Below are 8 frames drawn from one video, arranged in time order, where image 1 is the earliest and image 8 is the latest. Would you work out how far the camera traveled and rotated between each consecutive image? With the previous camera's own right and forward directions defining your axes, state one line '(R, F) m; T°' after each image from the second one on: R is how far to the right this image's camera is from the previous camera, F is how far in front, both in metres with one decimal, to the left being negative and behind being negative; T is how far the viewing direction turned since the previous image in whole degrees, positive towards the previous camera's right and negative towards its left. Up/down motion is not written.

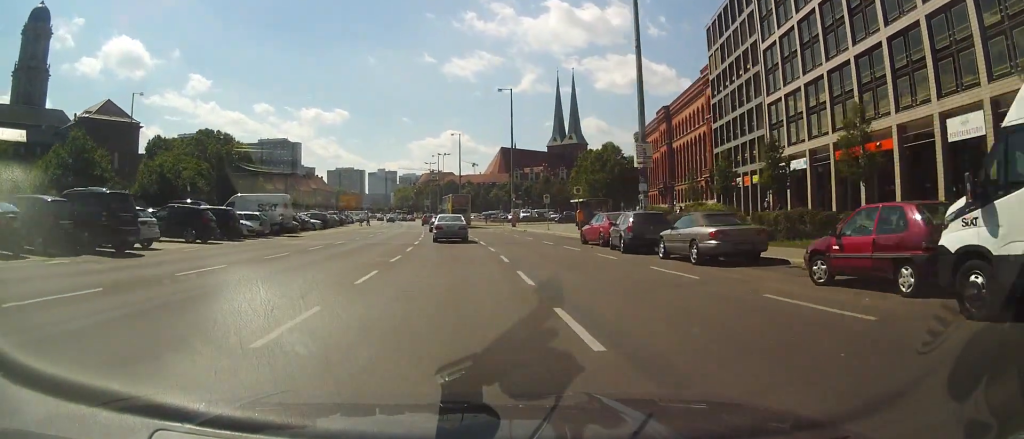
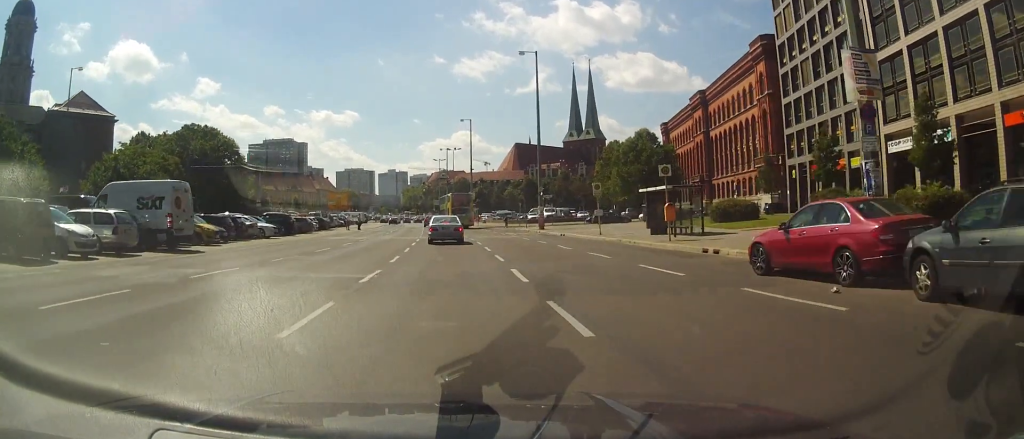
(0.0, +16.7) m; 0°
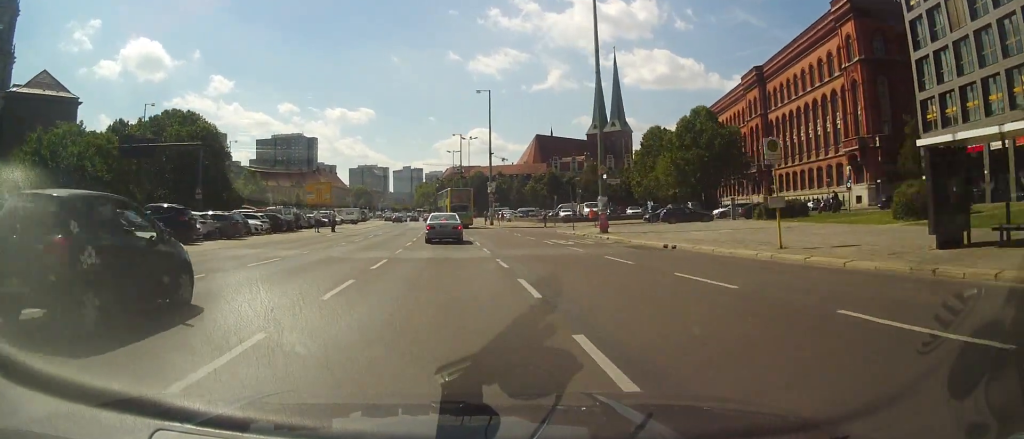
(-0.1, +20.5) m; -1°
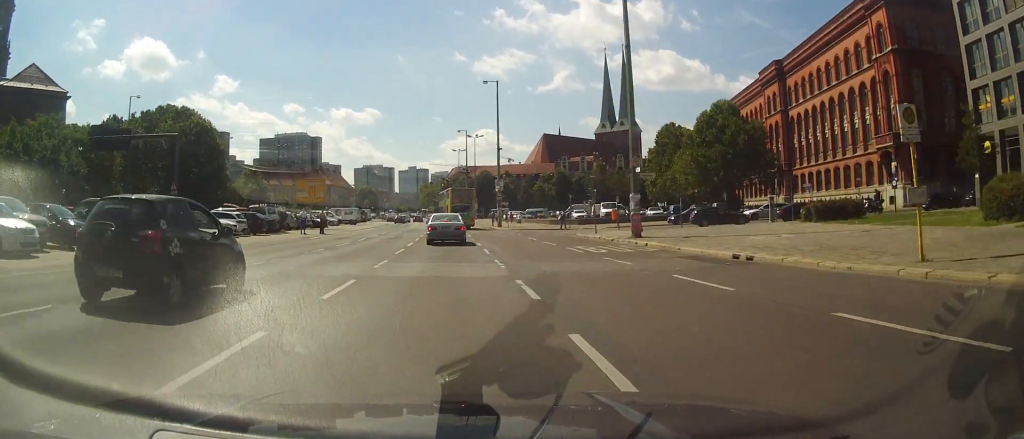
(+0.2, +5.8) m; -1°
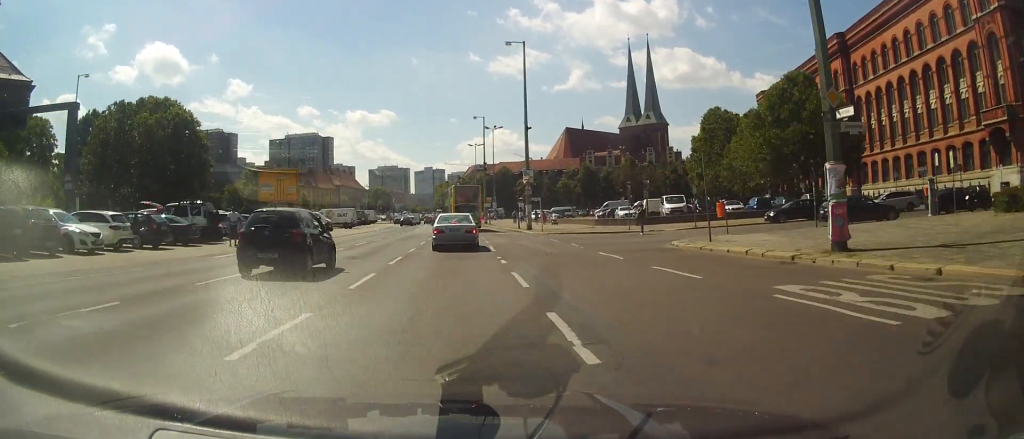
(-0.7, +16.2) m; -1°
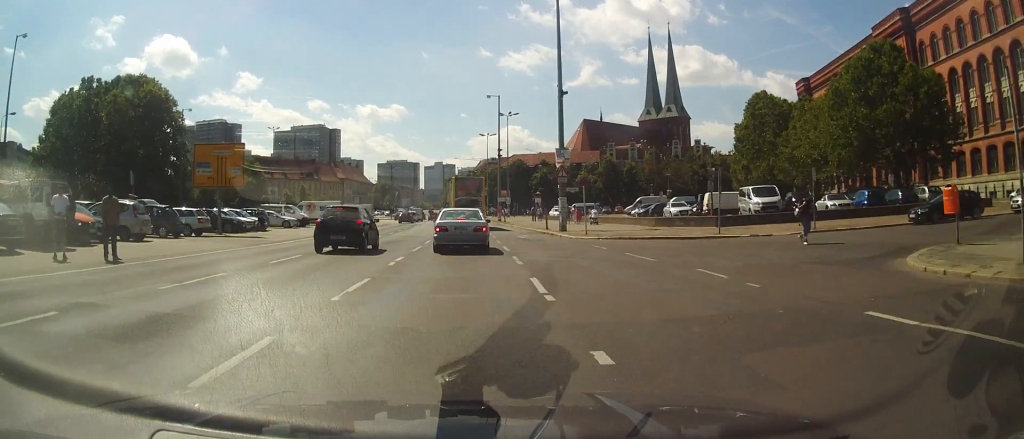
(+0.4, +14.1) m; -1°
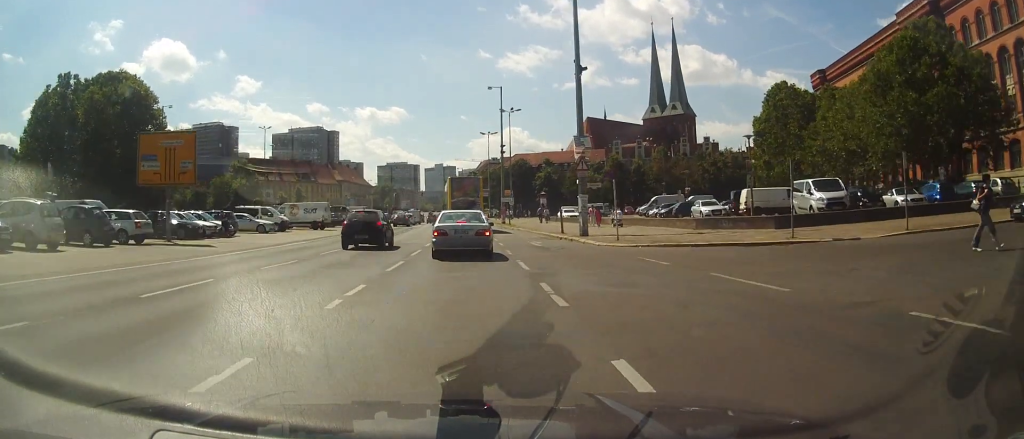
(-0.2, +7.3) m; -2°
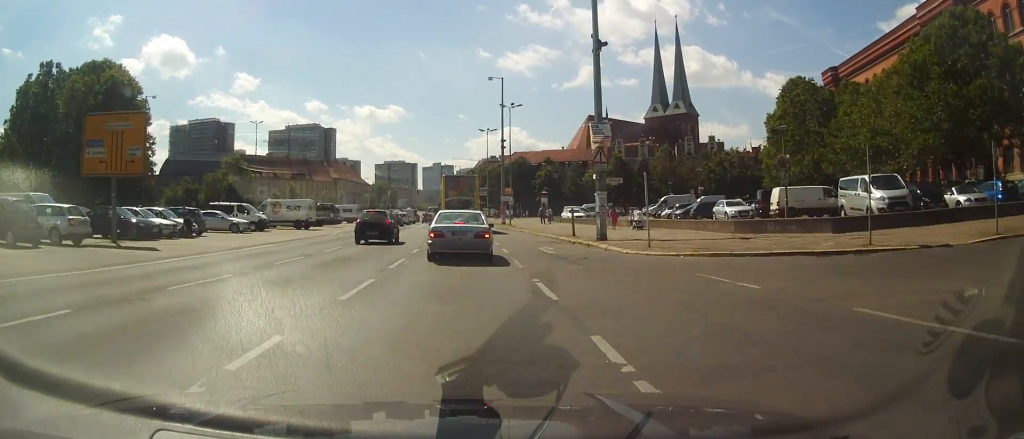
(0.0, +5.5) m; 0°
